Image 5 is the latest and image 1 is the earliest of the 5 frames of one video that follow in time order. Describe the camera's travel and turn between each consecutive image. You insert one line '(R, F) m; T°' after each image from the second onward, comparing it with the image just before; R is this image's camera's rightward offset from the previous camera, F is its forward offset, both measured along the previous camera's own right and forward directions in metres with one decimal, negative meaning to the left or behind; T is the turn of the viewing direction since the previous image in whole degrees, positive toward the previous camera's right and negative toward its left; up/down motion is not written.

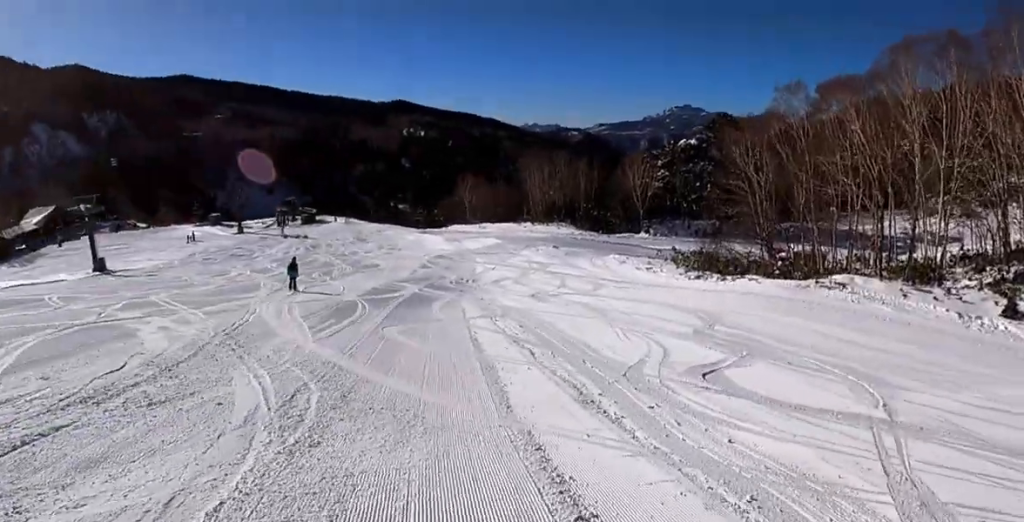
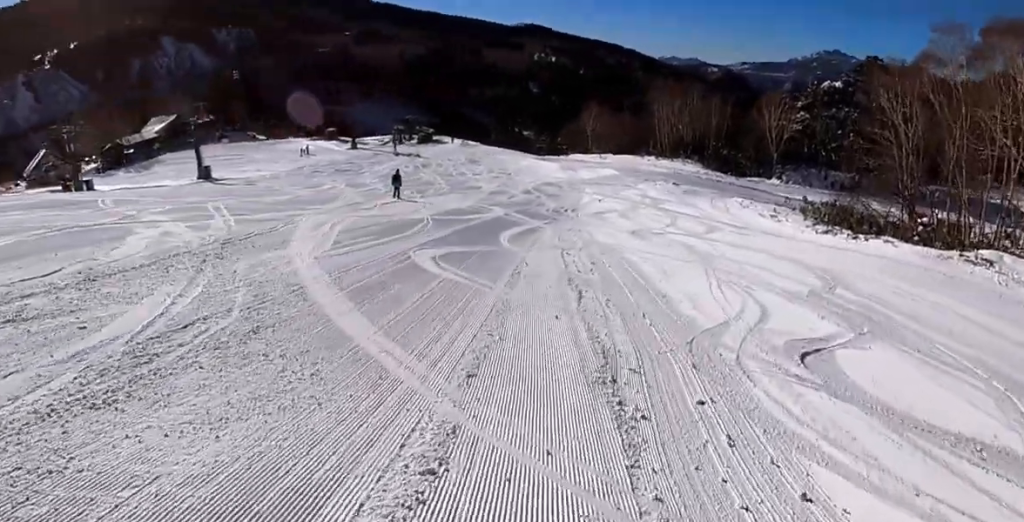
(-0.1, +3.1) m; -9°
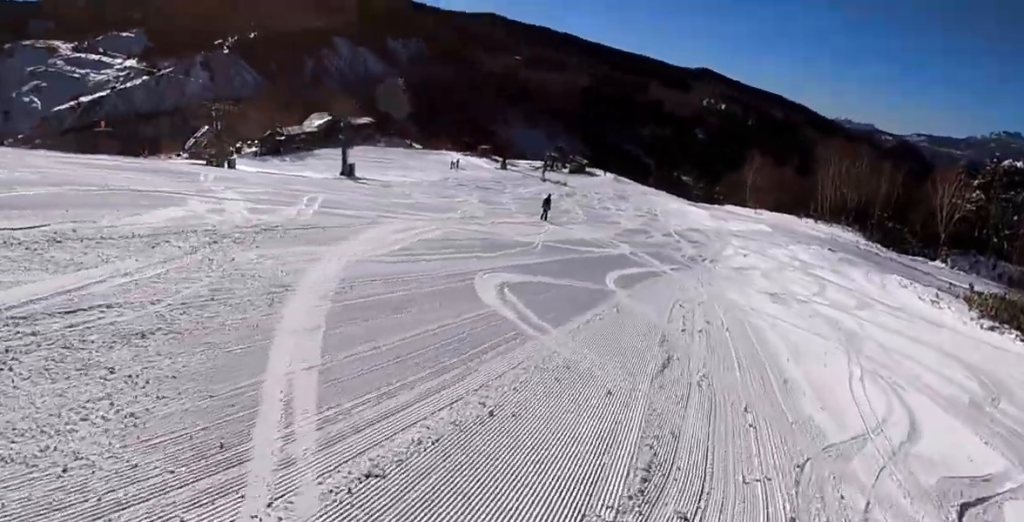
(+0.2, +2.4) m; -7°
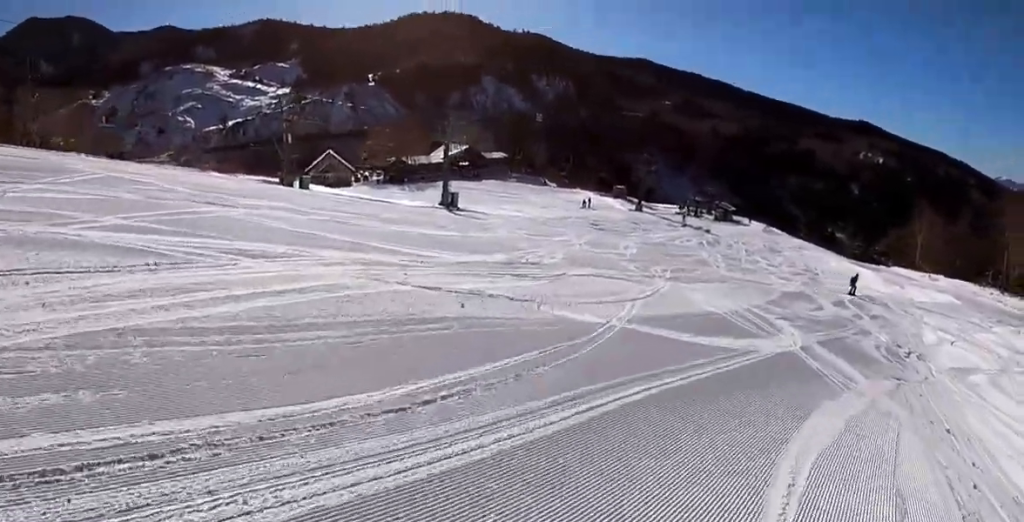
(-3.9, +10.0) m; -25°
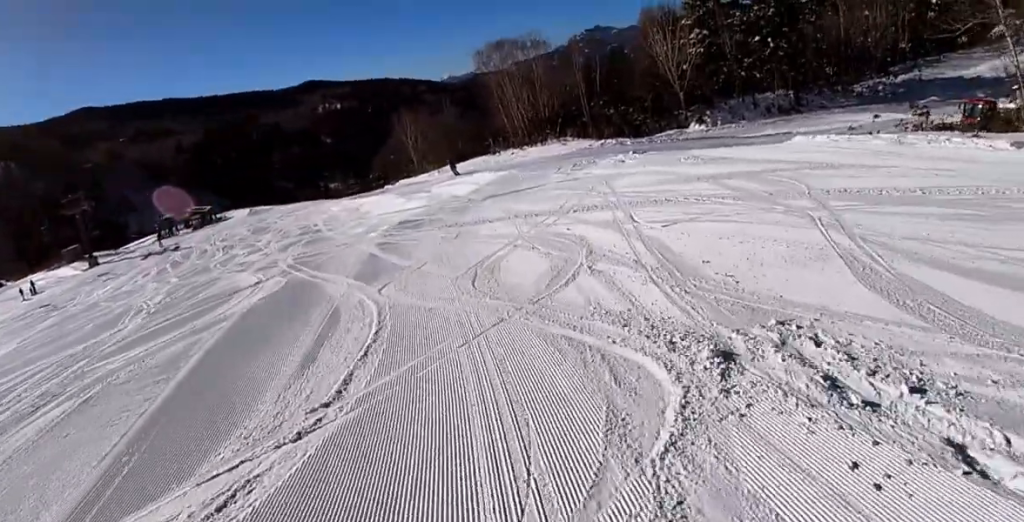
(+9.7, +18.3) m; +31°
